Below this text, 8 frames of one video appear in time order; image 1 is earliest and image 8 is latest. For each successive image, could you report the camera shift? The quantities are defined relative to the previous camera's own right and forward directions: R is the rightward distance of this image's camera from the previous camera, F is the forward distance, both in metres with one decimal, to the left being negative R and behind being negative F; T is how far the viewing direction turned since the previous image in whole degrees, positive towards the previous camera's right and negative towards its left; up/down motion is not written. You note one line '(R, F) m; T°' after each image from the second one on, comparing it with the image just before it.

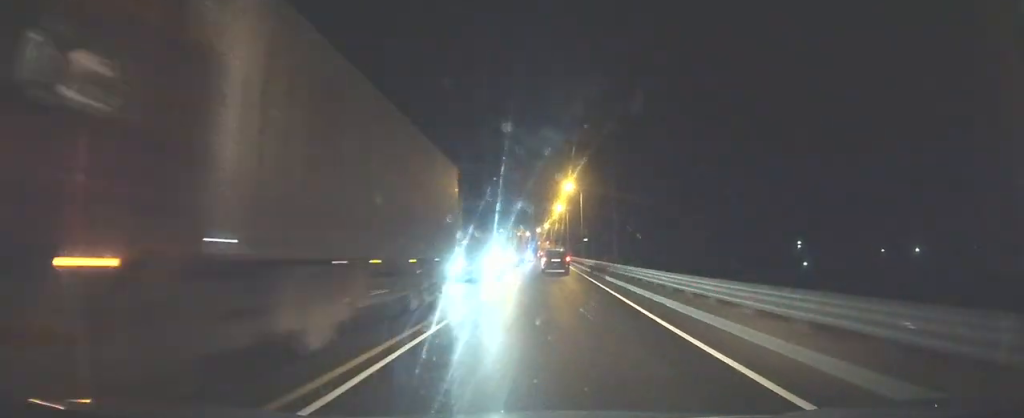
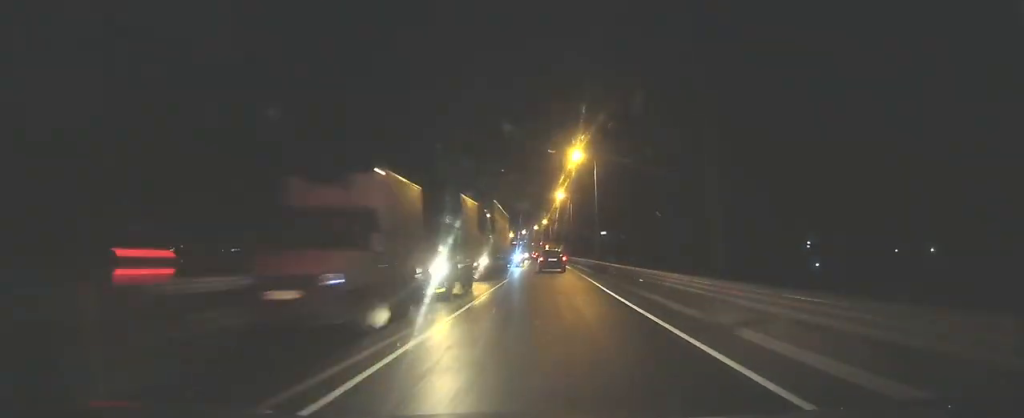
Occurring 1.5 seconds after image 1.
(0.0, +28.5) m; 0°
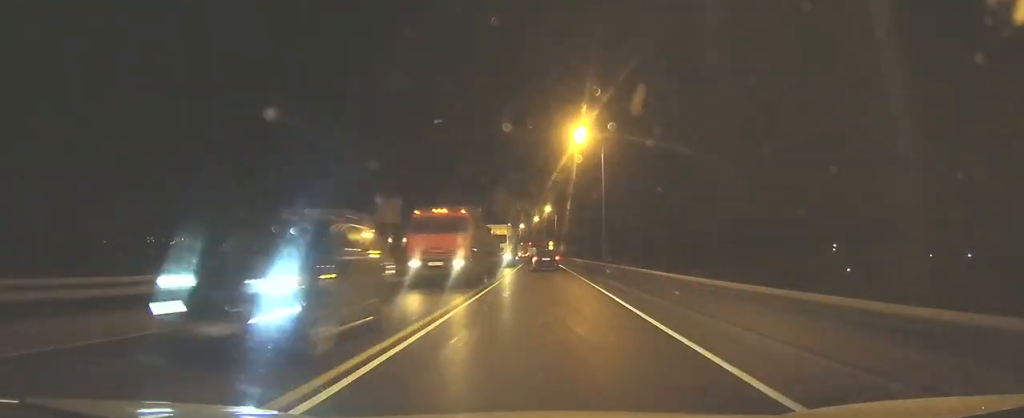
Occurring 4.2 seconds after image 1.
(-0.1, +51.2) m; -1°
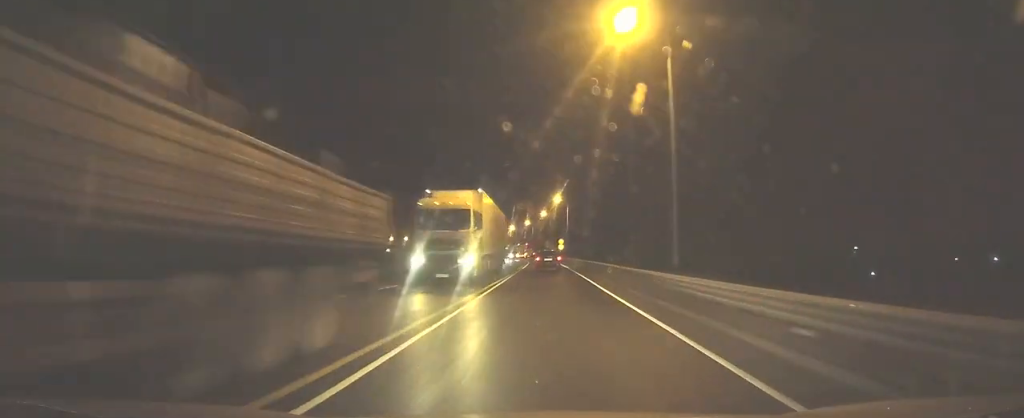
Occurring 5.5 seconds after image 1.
(-0.1, +24.4) m; -1°
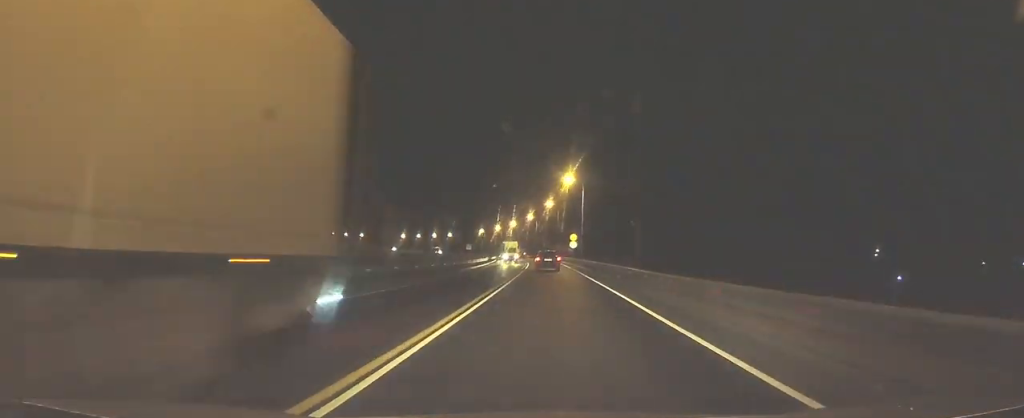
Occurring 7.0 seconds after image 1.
(-0.1, +28.1) m; -1°
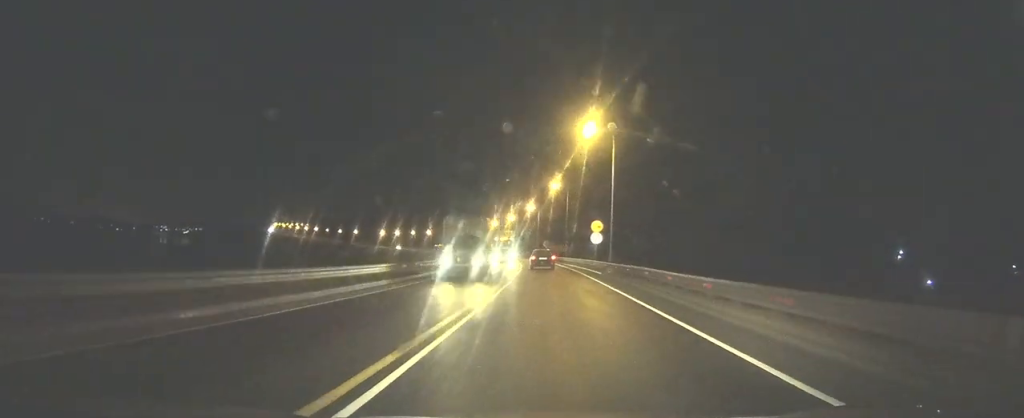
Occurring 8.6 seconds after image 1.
(-0.1, +29.8) m; -1°
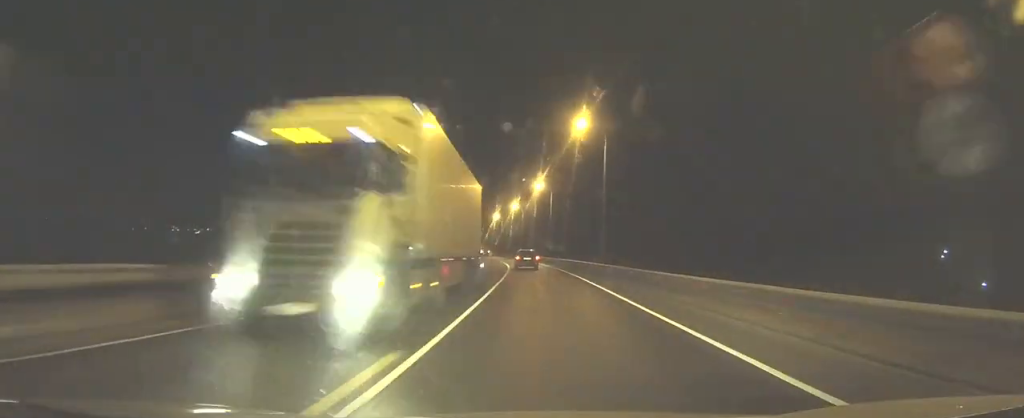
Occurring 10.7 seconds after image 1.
(-0.7, +39.7) m; -2°
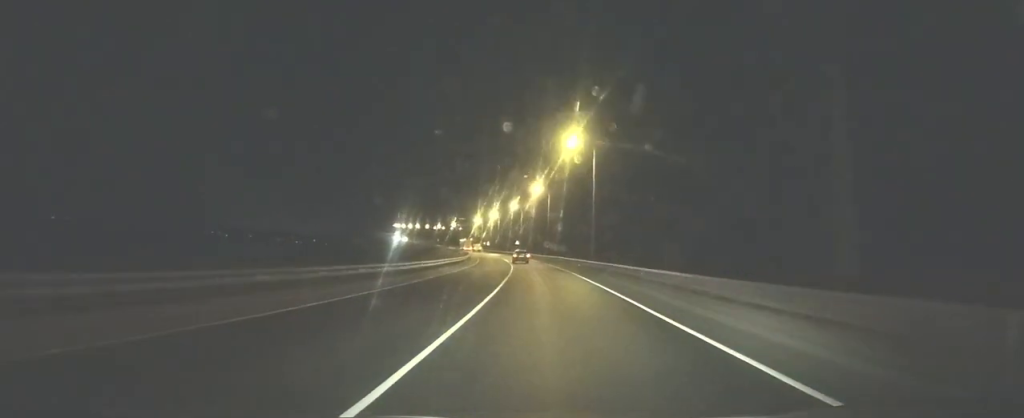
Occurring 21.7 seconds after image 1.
(-34.4, +233.5) m; -17°
